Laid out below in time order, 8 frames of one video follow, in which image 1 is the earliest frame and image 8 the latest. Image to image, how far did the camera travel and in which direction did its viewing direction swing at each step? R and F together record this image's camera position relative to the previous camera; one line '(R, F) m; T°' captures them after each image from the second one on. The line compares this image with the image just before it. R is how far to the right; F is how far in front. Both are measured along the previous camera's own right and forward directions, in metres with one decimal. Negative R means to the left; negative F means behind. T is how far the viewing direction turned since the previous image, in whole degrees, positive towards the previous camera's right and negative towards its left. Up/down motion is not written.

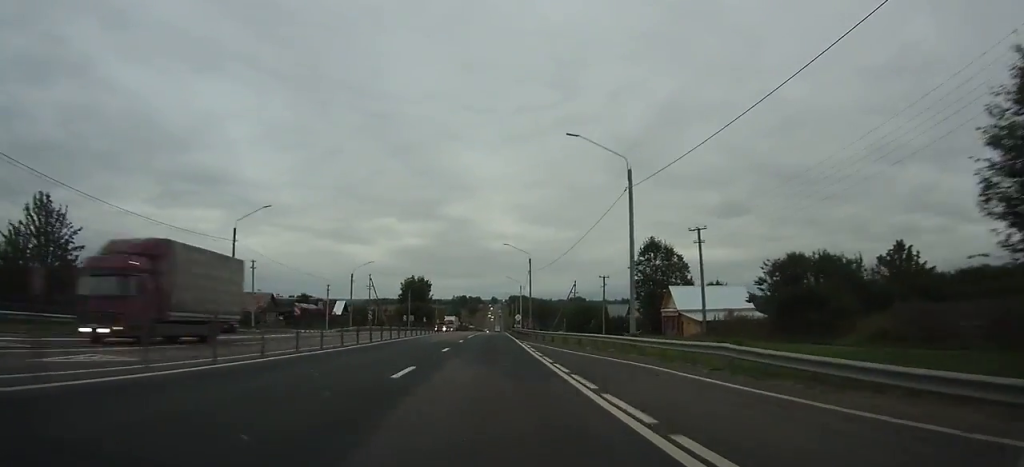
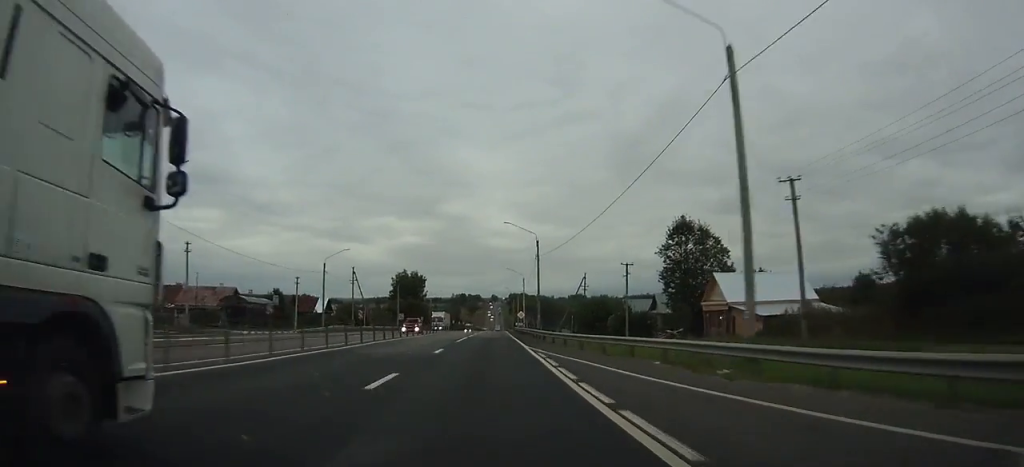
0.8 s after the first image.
(-0.1, +14.1) m; 0°
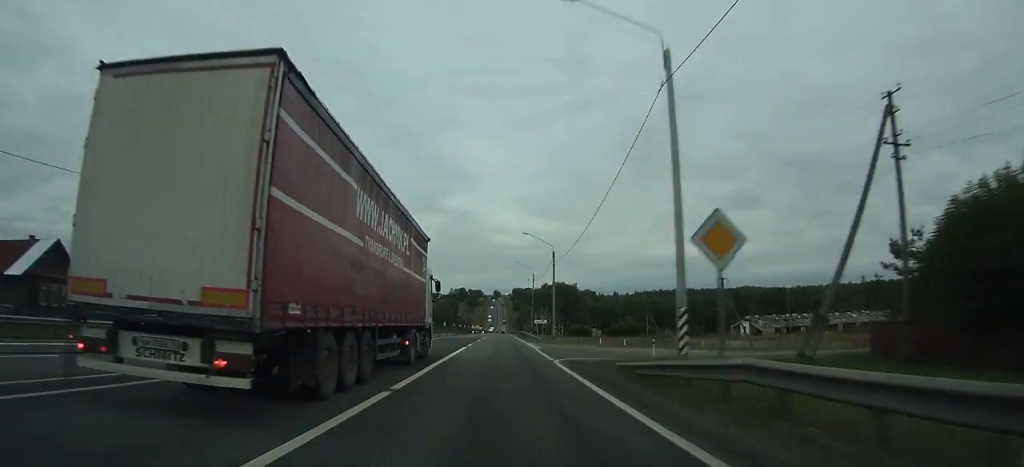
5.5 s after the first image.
(-0.2, +84.2) m; 0°
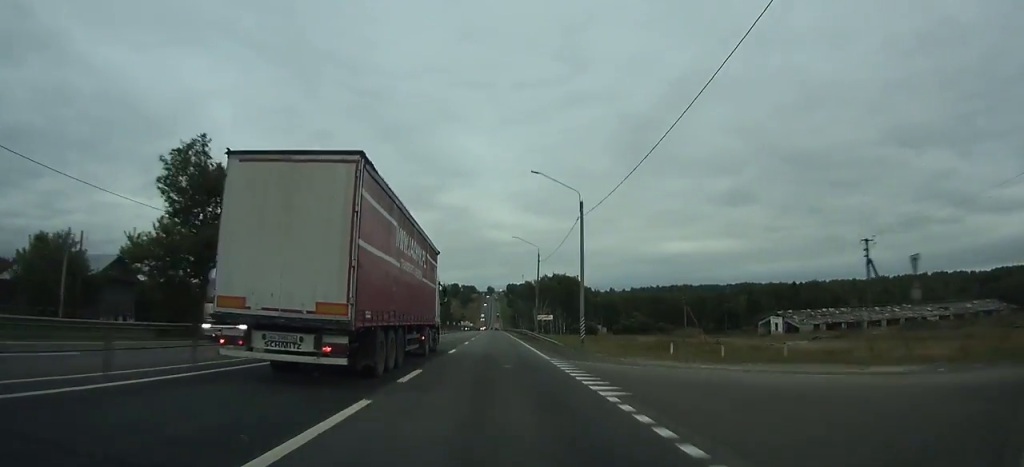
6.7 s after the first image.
(0.0, +22.6) m; 0°
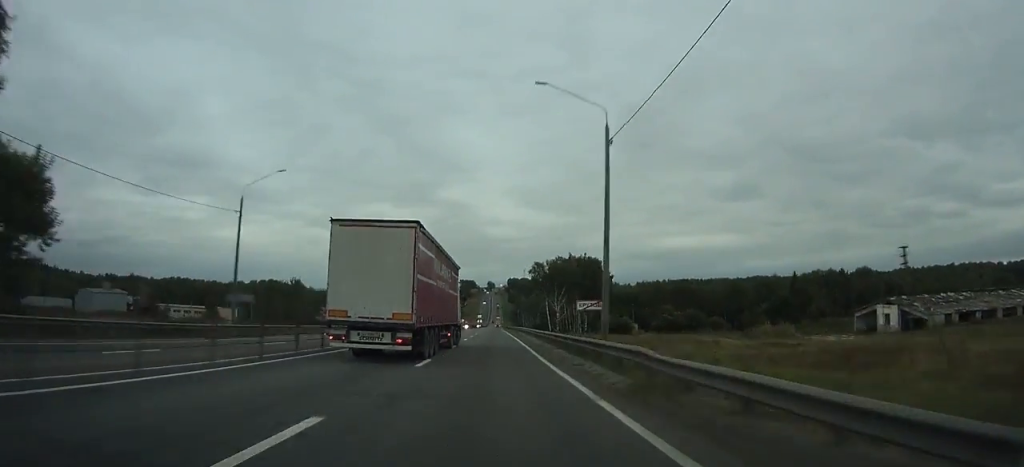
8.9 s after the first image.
(+0.2, +42.6) m; 0°
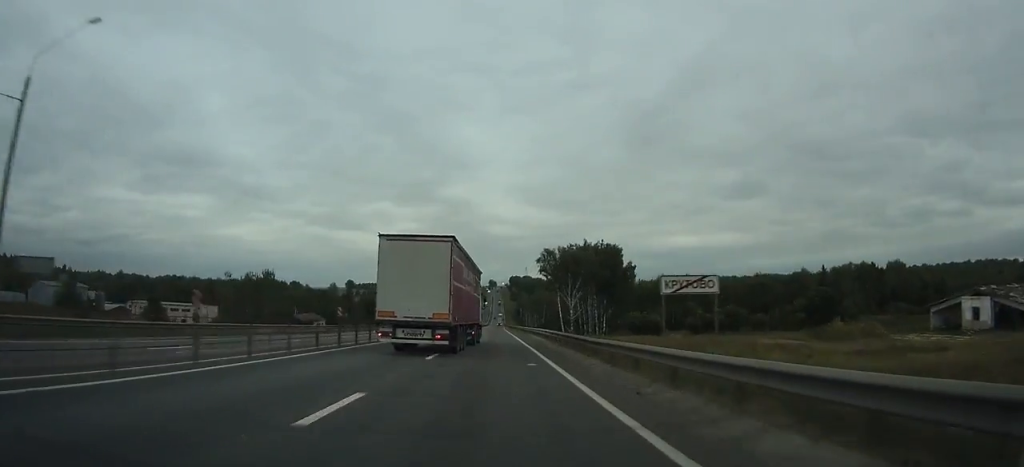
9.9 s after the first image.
(+0.1, +21.2) m; 0°
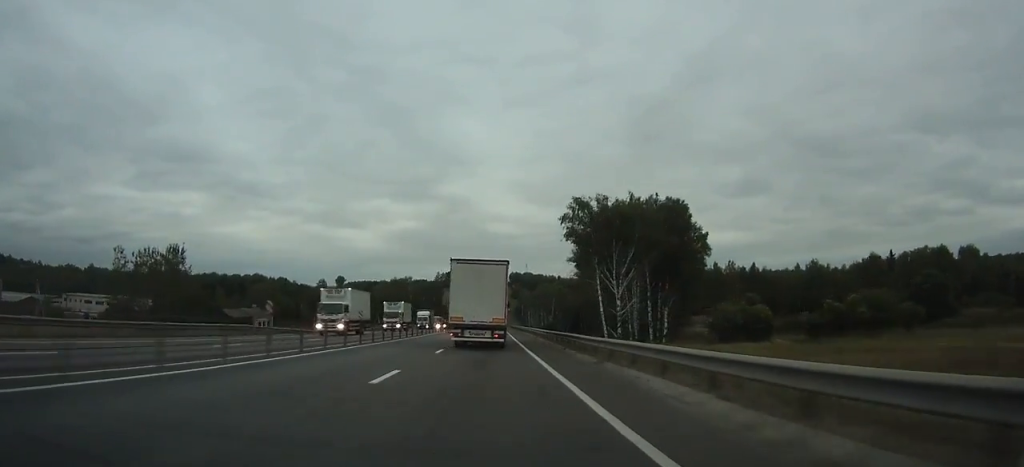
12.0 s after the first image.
(-0.2, +42.4) m; 0°
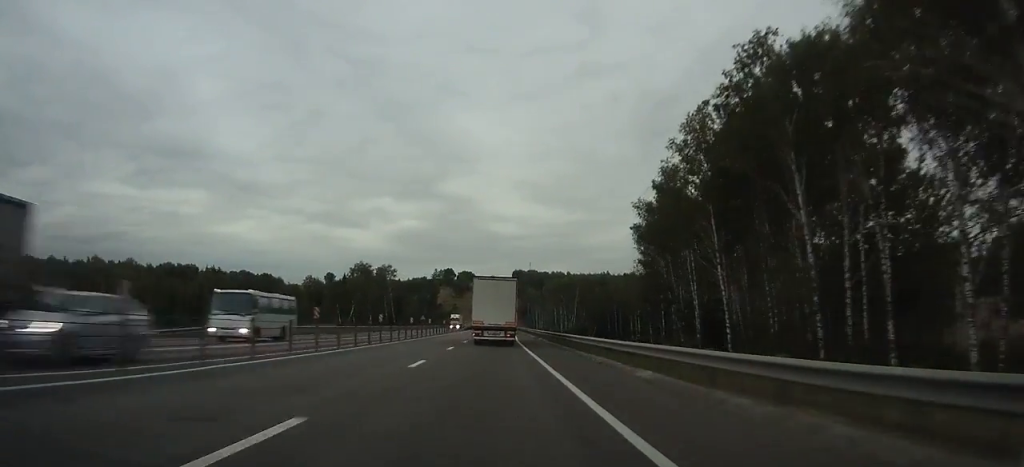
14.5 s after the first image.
(-0.2, +54.2) m; 0°
